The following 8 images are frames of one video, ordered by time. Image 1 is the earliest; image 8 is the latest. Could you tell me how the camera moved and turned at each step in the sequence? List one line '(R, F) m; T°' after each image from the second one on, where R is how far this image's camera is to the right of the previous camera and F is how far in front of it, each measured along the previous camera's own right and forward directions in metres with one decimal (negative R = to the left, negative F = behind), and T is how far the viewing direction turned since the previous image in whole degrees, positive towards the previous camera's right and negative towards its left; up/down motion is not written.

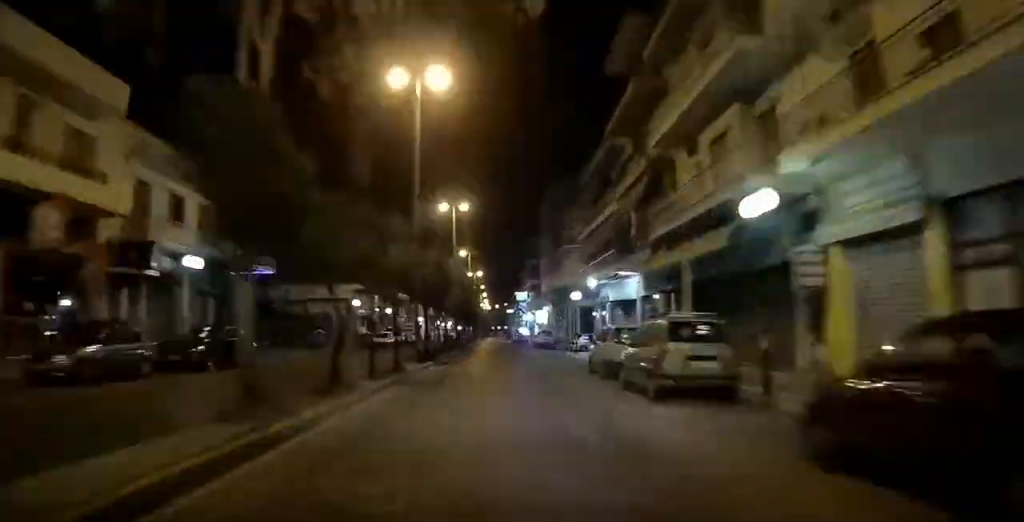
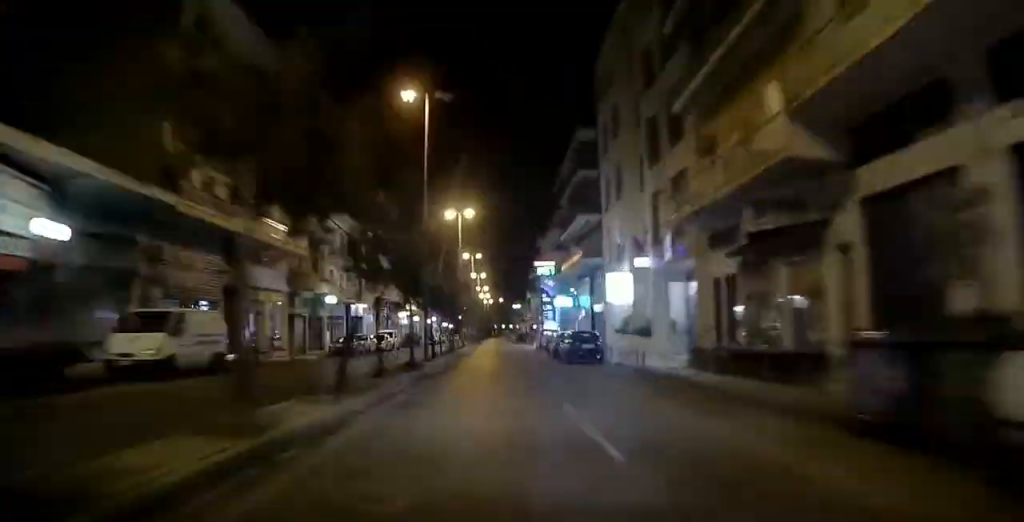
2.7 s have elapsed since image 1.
(+0.1, +51.3) m; 0°
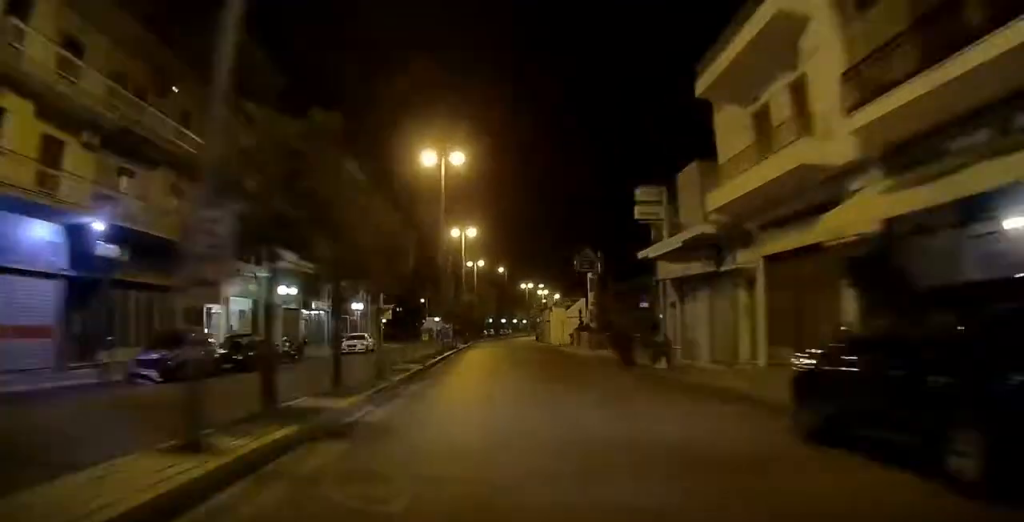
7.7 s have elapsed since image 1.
(+0.1, +100.2) m; +3°
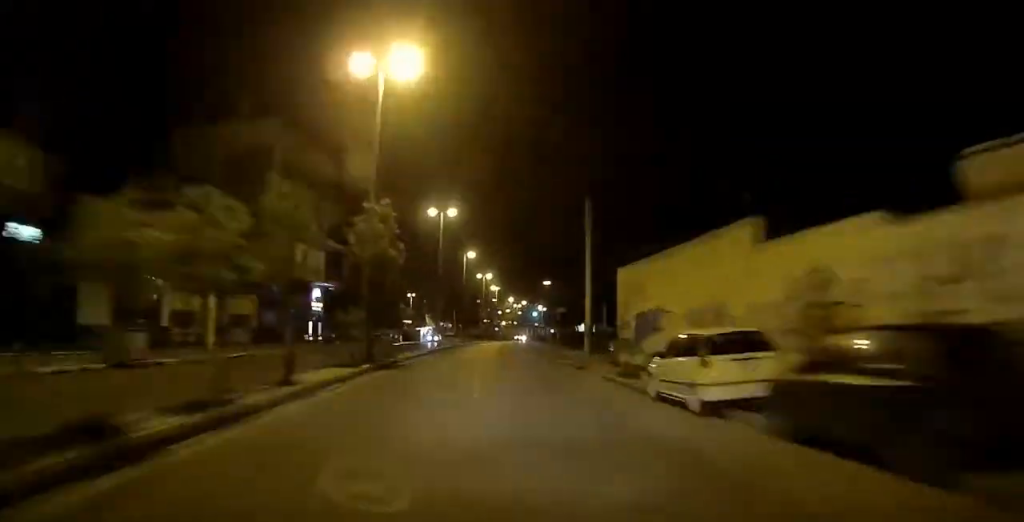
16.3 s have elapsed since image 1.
(+22.3, +174.8) m; +14°
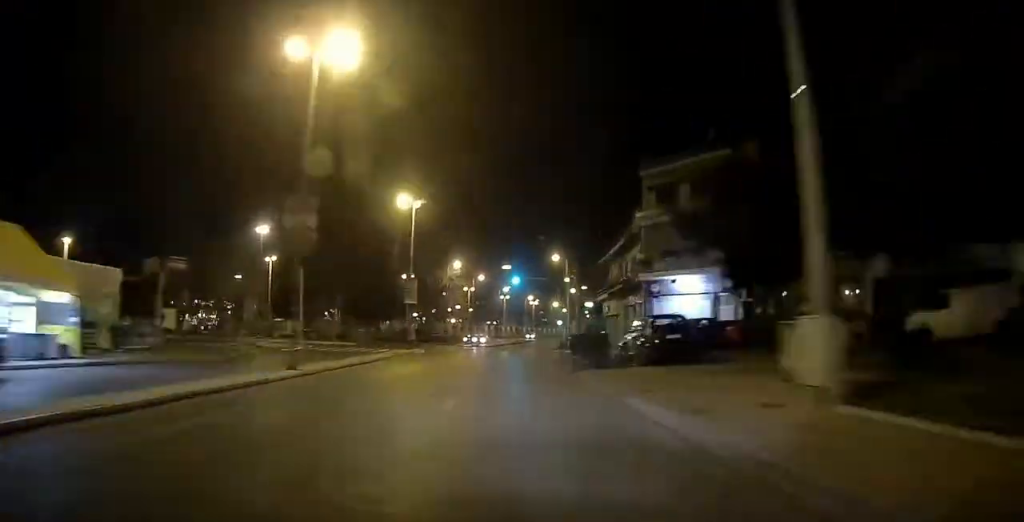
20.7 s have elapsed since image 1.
(+5.2, +87.1) m; +6°
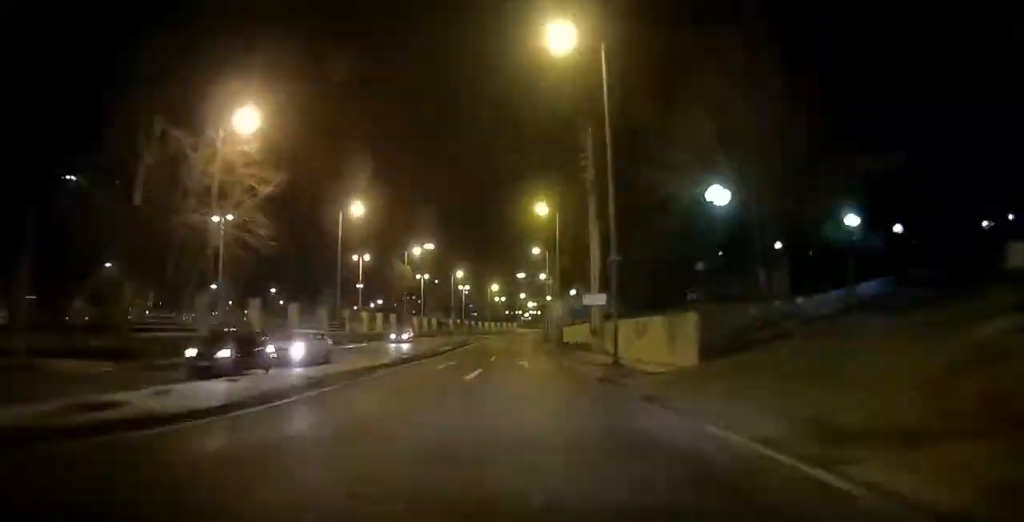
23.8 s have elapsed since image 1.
(+2.2, +62.0) m; +4°
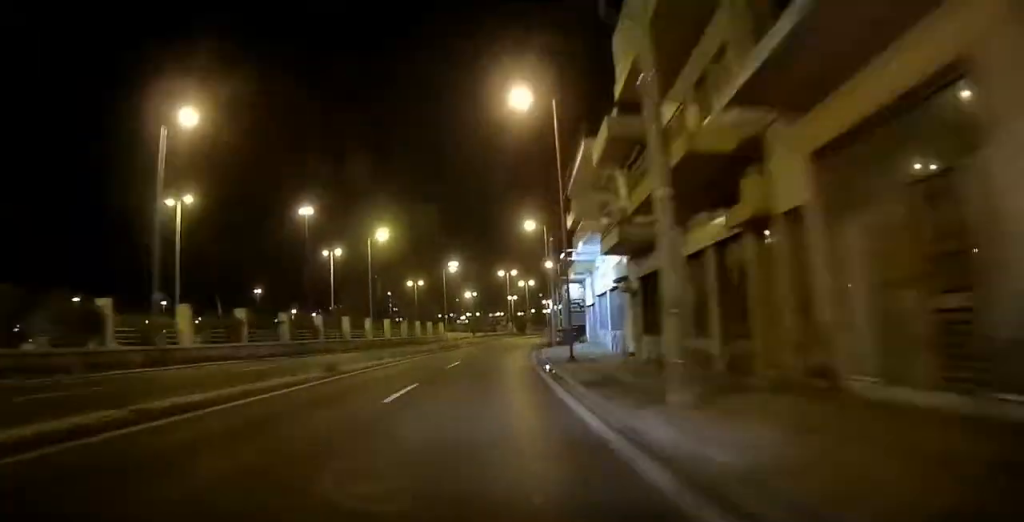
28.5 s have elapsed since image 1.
(+5.1, +86.5) m; +7°
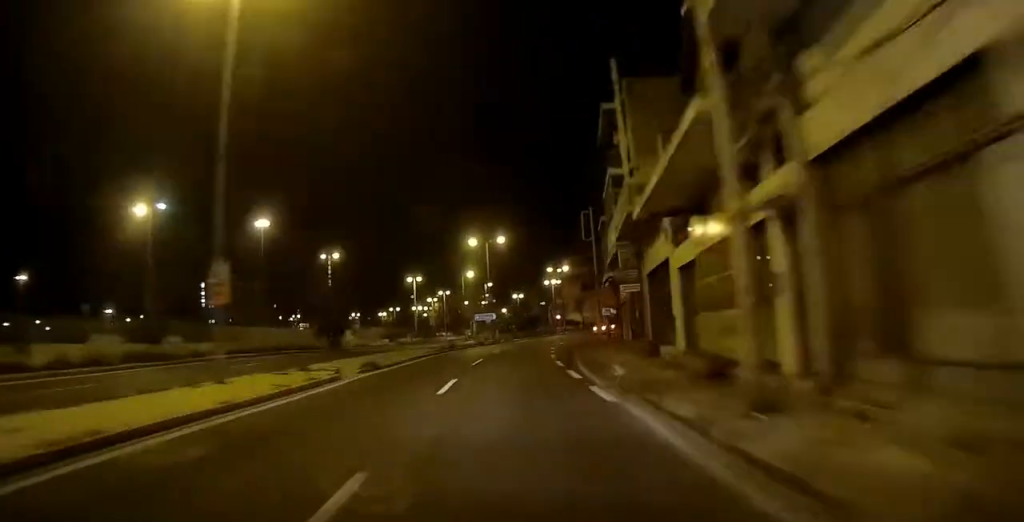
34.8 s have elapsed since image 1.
(+9.3, +96.9) m; +11°
